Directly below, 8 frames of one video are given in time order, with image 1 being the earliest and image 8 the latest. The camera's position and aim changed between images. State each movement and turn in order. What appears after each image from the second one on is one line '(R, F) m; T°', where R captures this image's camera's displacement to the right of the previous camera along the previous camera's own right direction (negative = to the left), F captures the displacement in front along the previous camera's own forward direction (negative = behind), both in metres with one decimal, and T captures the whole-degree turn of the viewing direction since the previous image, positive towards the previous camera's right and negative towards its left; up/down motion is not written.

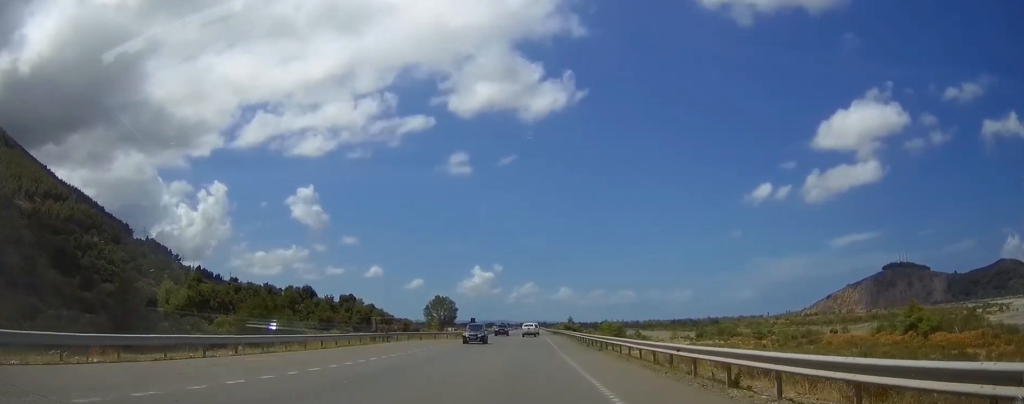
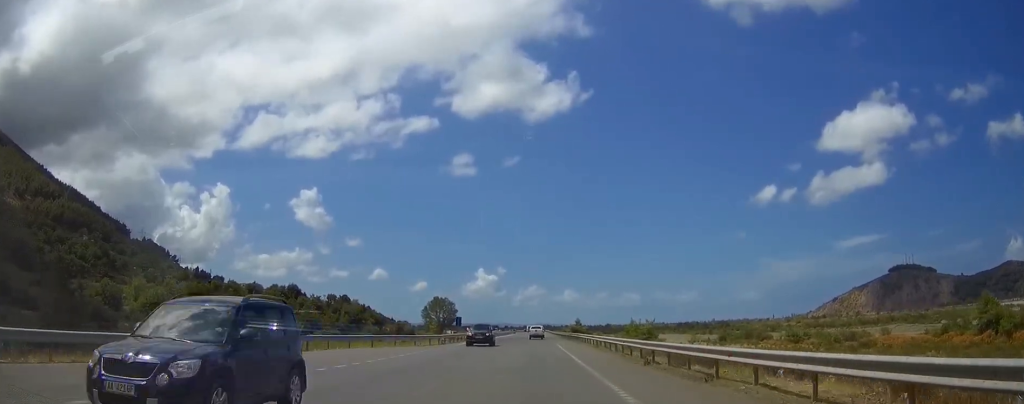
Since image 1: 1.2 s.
(0.0, +21.5) m; 0°
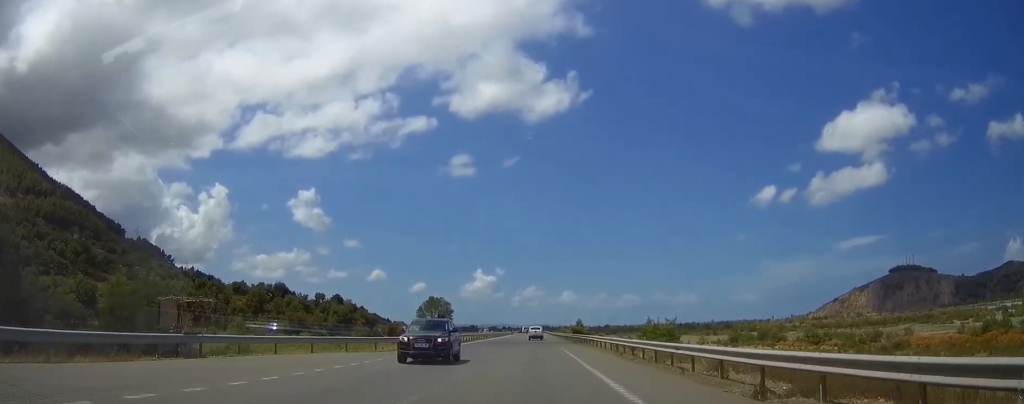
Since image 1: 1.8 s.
(0.0, +11.9) m; 0°
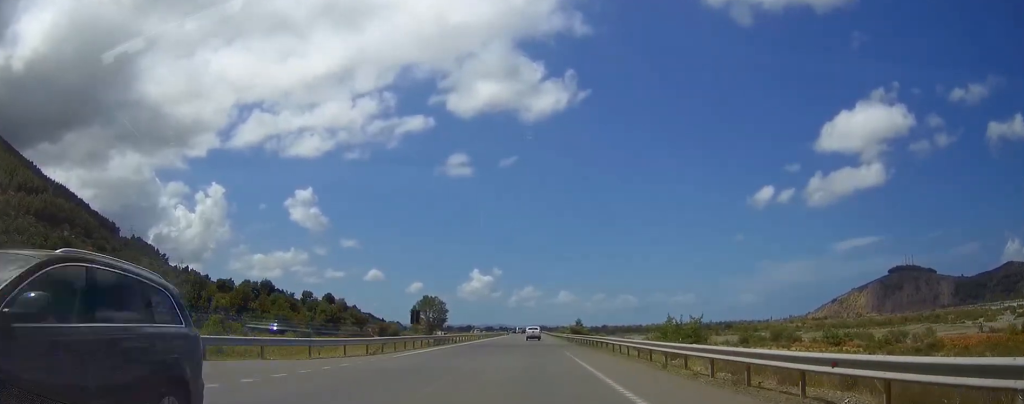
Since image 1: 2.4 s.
(0.0, +10.9) m; 0°
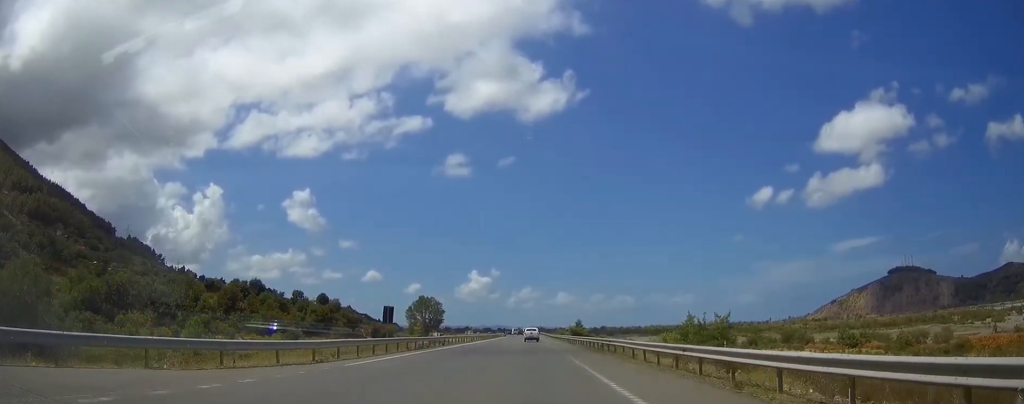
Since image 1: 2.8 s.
(+0.1, +7.7) m; 0°
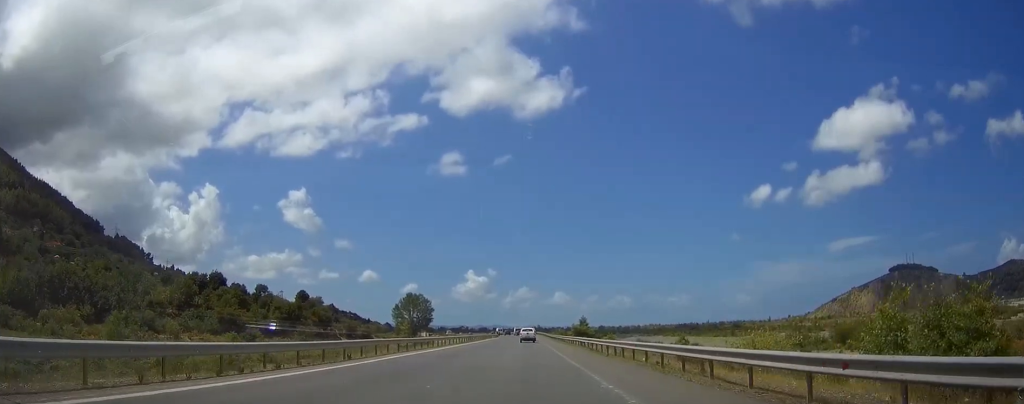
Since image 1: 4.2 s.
(-0.1, +28.3) m; 0°
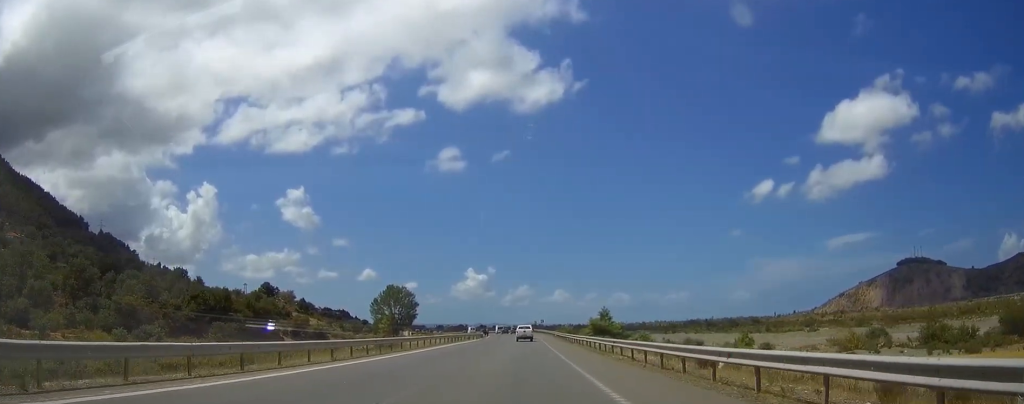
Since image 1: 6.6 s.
(+0.3, +47.4) m; 0°
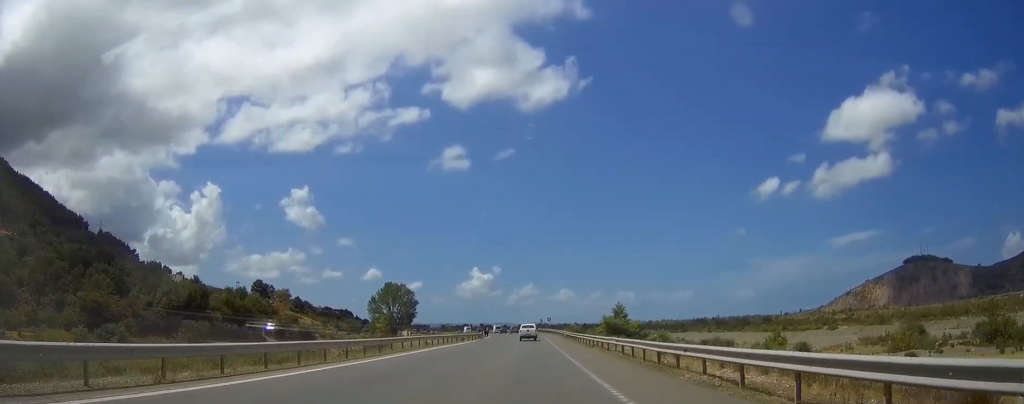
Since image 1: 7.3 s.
(0.0, +13.0) m; 0°
